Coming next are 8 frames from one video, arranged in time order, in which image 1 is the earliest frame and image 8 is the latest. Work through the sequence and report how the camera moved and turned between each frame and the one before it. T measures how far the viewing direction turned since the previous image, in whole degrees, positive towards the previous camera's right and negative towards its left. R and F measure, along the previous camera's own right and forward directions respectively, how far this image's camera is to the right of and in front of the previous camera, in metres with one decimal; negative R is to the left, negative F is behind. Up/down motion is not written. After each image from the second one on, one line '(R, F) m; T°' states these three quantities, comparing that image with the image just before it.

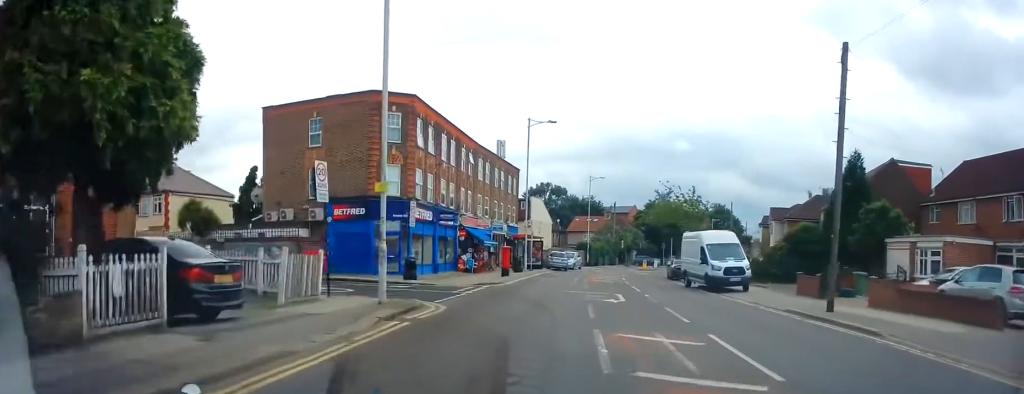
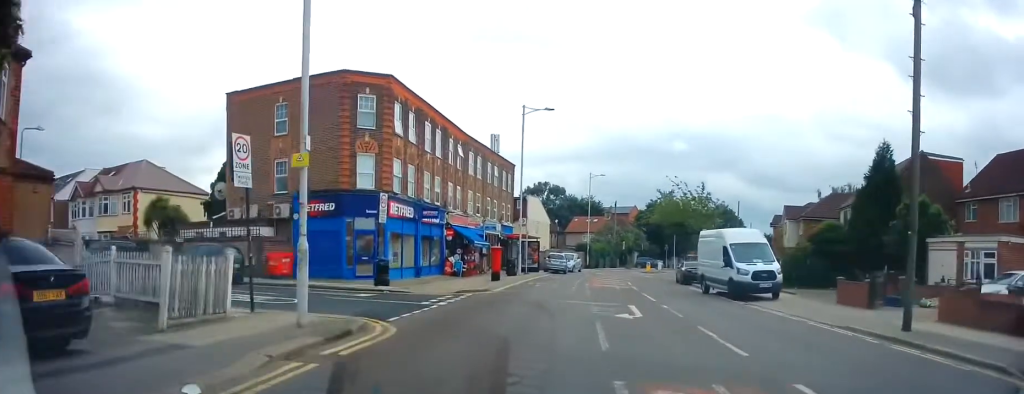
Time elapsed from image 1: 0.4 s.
(0.0, +4.1) m; 0°
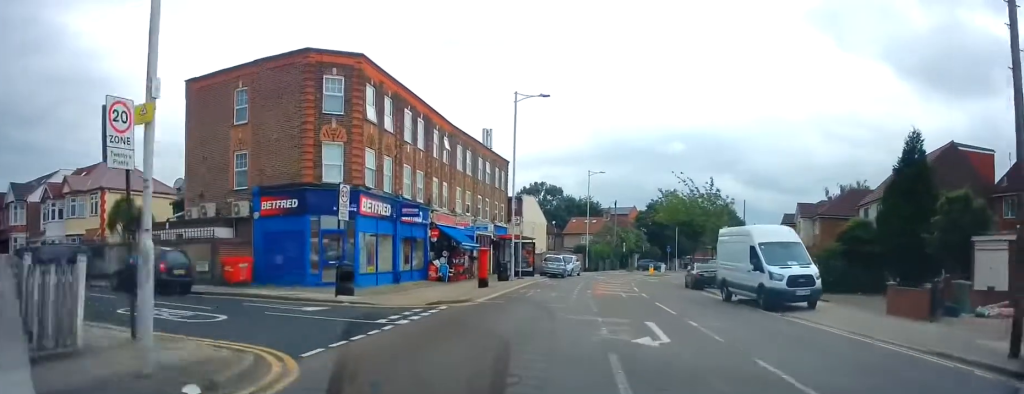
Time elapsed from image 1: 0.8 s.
(0.0, +3.7) m; +1°
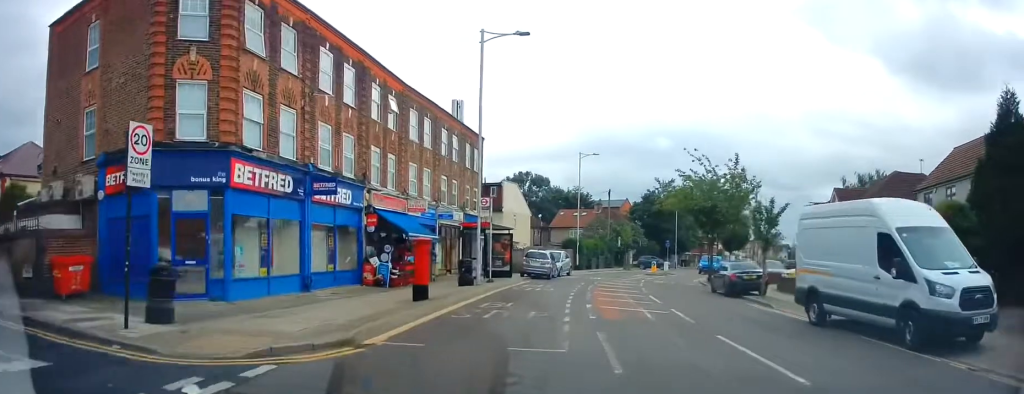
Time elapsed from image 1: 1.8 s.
(+0.2, +9.0) m; +2°
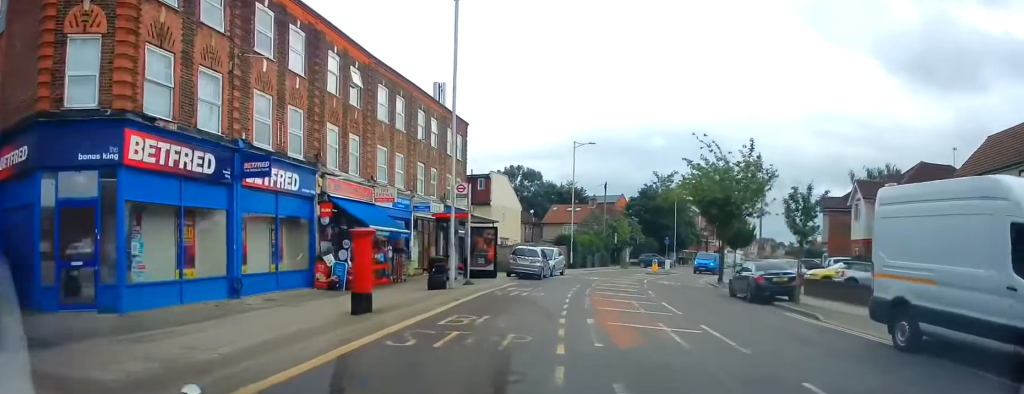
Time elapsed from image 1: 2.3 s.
(+0.1, +4.5) m; +1°
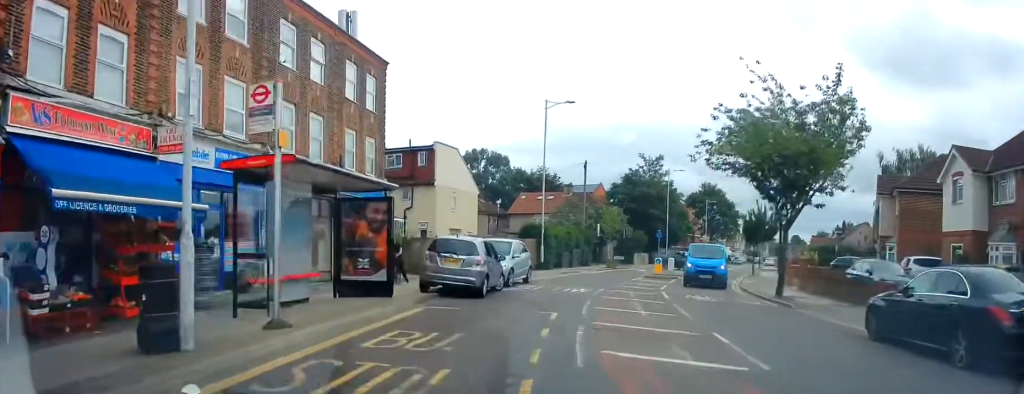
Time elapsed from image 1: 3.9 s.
(0.0, +13.0) m; +1°
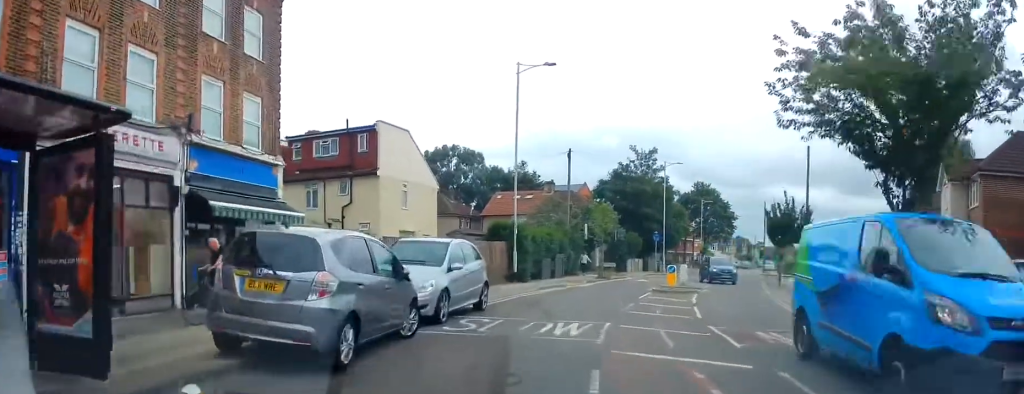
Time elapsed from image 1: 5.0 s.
(+0.2, +8.9) m; +3°
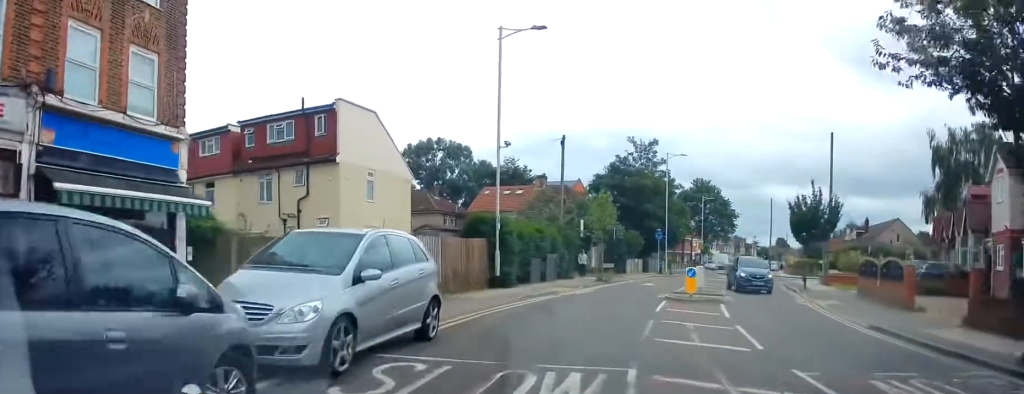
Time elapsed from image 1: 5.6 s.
(+0.1, +4.9) m; +2°
